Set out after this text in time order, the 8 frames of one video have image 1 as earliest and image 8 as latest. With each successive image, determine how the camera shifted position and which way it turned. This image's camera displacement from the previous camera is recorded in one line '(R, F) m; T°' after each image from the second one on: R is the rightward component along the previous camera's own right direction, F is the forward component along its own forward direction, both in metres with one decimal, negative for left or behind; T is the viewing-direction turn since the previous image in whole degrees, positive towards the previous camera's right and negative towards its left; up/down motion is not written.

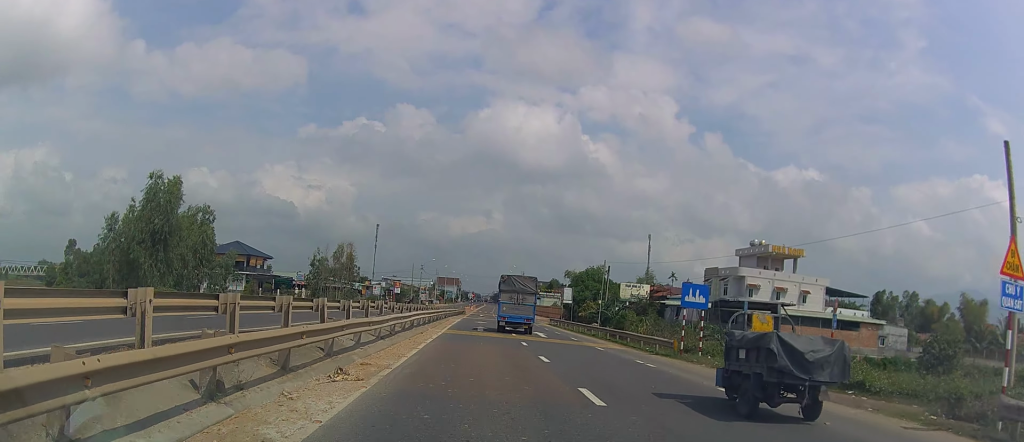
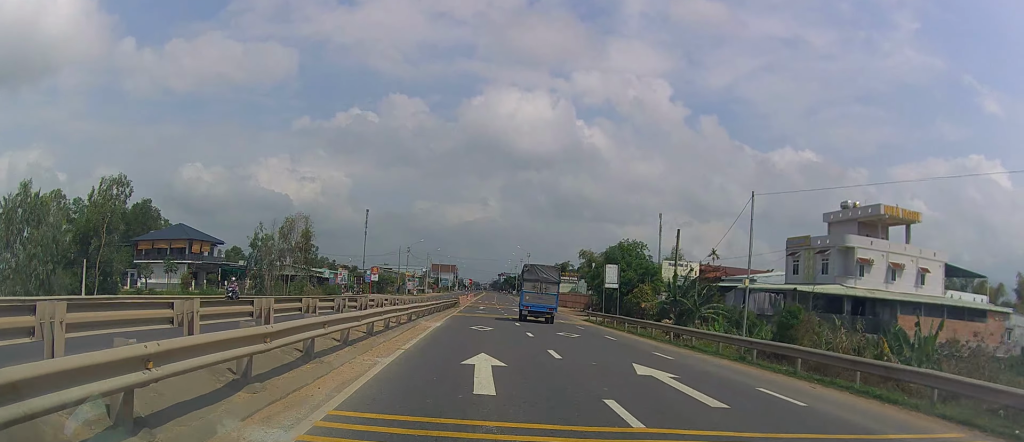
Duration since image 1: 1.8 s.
(-0.1, +25.1) m; 0°
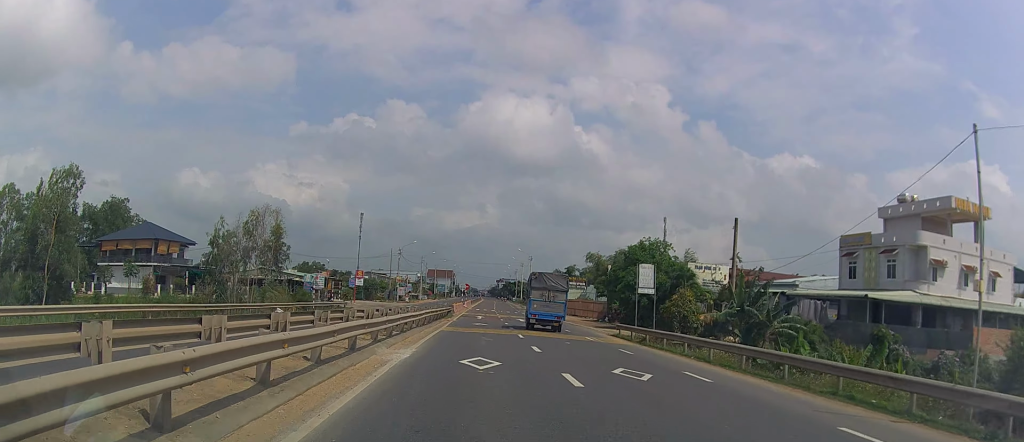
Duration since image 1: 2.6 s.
(0.0, +10.9) m; -1°
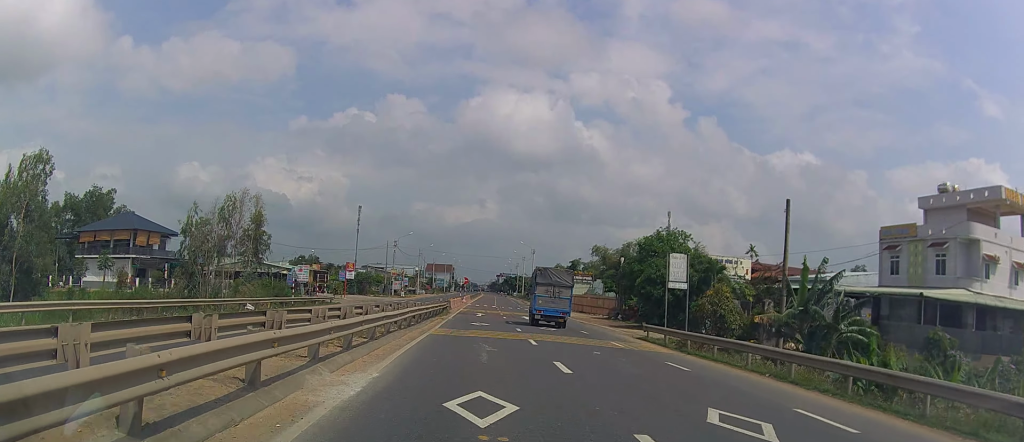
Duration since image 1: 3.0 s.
(-0.1, +6.8) m; -1°
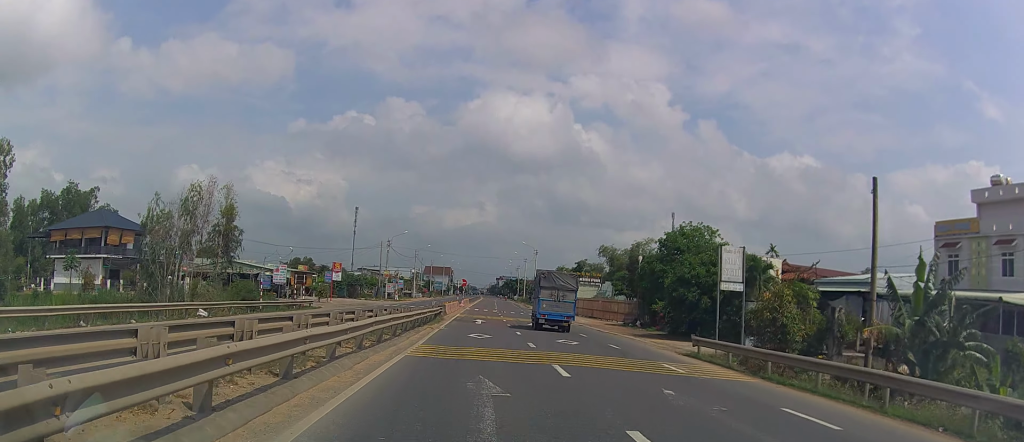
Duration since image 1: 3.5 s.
(-0.1, +7.8) m; 0°
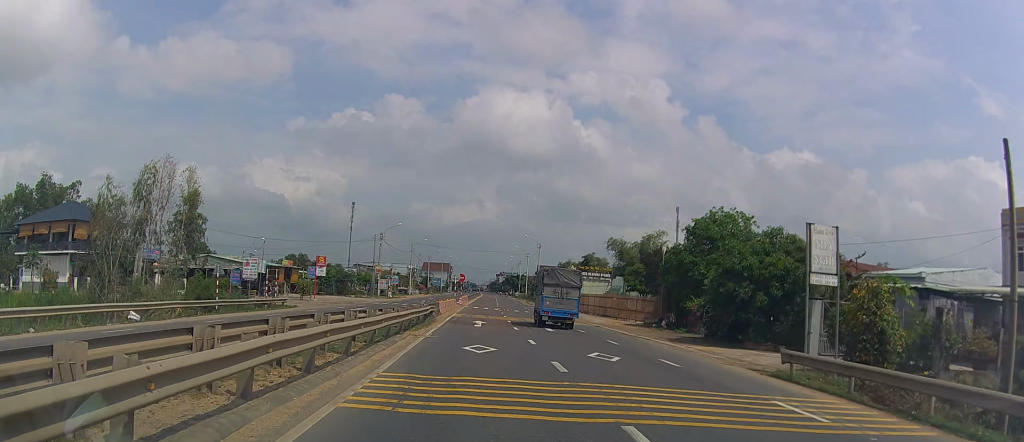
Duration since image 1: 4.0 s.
(-0.1, +7.7) m; +1°
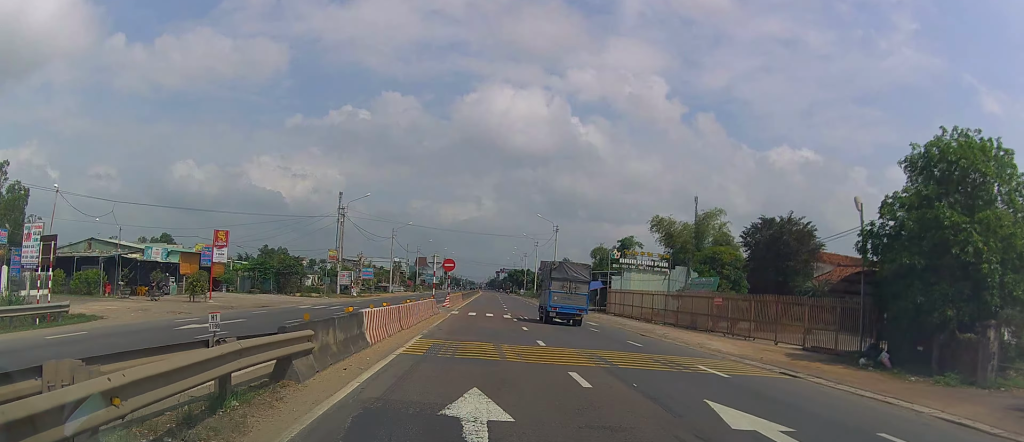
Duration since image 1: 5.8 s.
(+0.5, +27.4) m; +1°
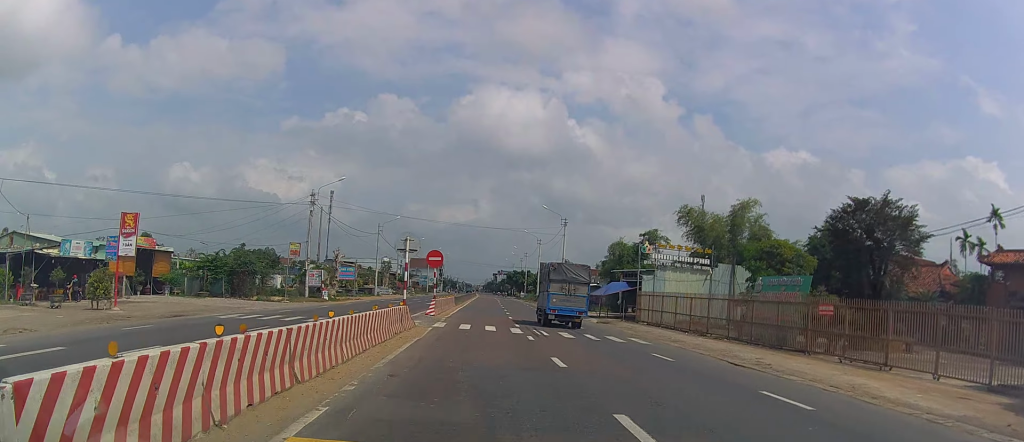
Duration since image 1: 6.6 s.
(0.0, +12.0) m; 0°
